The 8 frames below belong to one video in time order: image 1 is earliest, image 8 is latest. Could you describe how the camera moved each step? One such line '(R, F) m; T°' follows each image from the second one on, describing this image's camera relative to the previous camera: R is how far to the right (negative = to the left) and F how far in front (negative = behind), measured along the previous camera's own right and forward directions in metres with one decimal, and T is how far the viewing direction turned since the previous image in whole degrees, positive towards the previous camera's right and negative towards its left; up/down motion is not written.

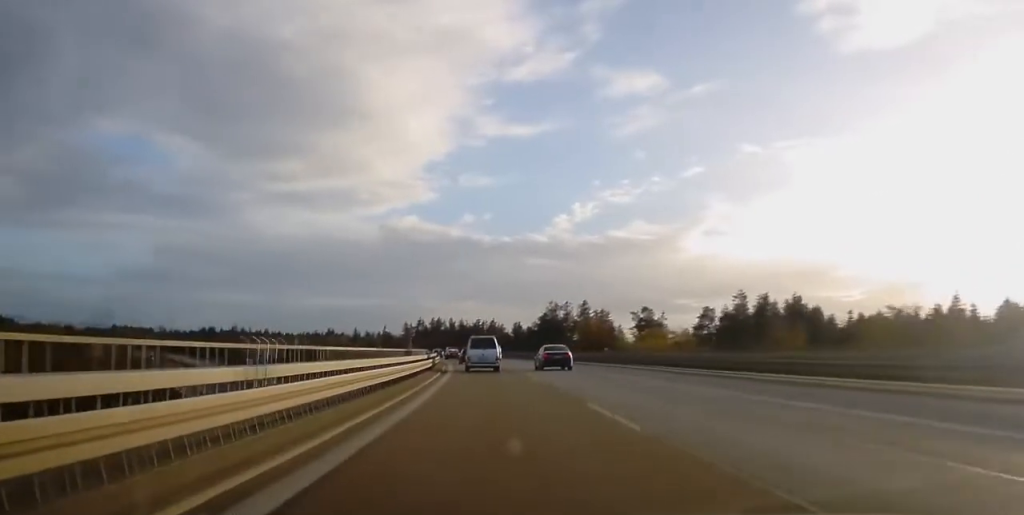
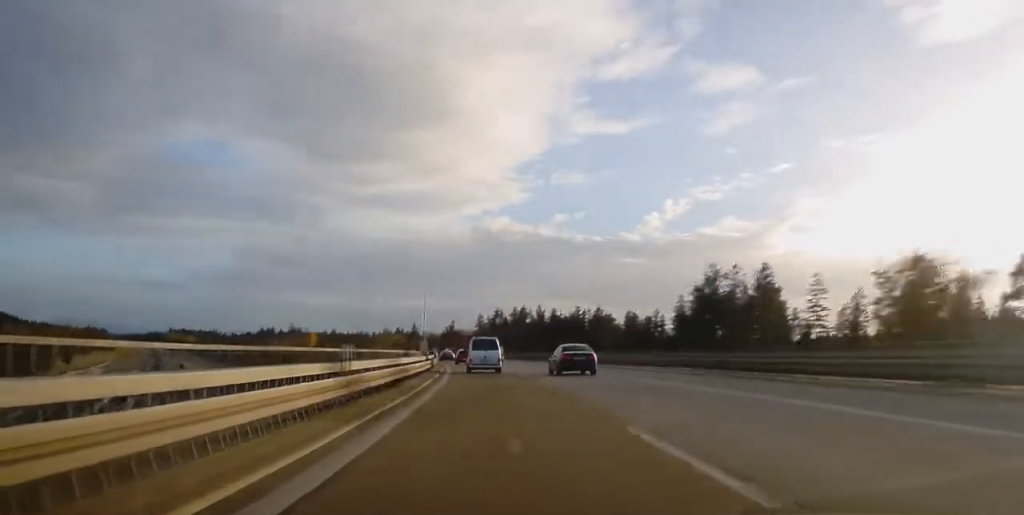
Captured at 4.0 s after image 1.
(-5.2, +91.4) m; -7°
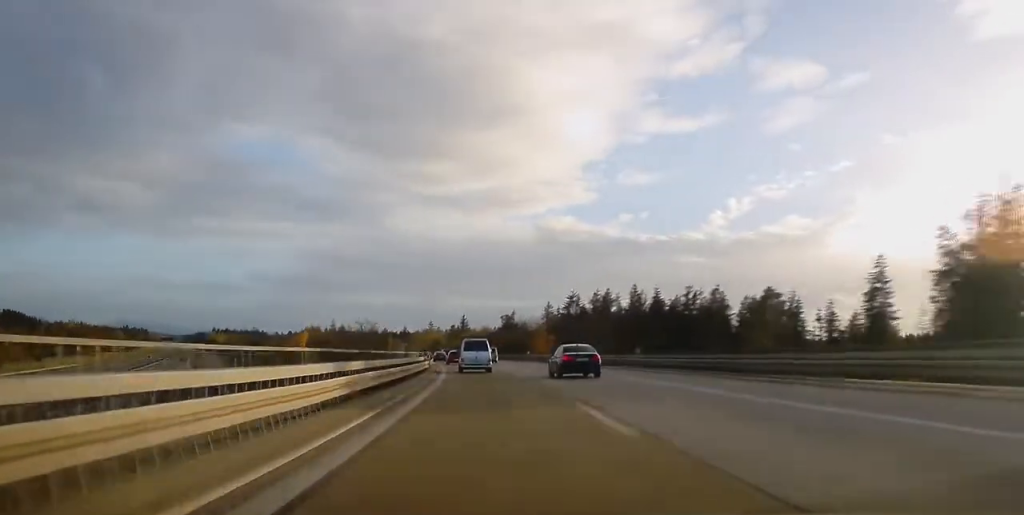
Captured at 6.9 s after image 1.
(-2.3, +68.6) m; -5°
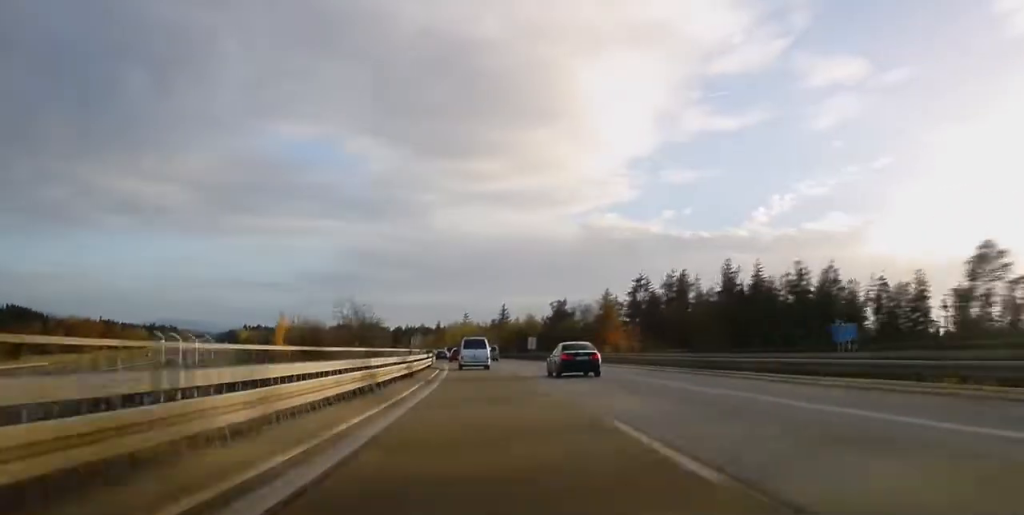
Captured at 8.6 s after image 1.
(-2.2, +40.4) m; -3°
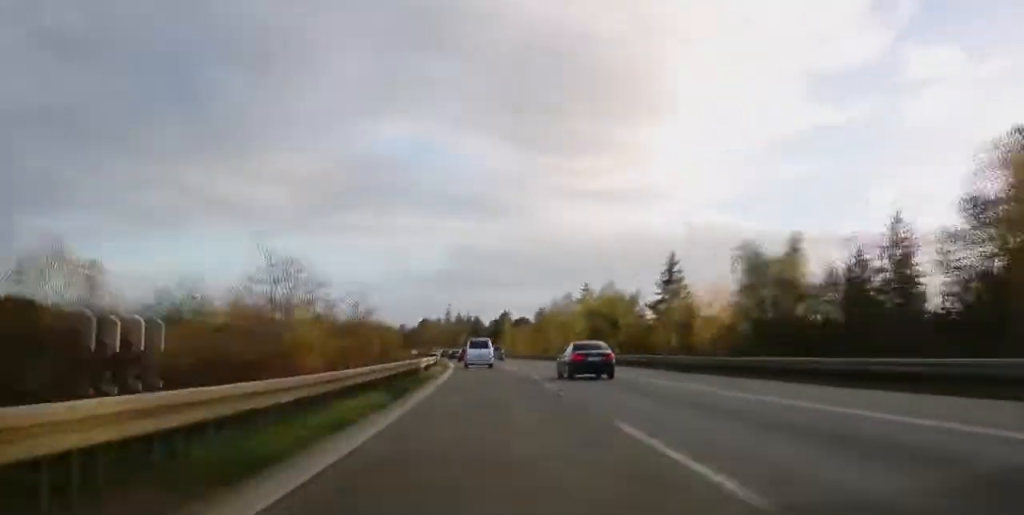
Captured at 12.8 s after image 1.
(-6.3, +103.0) m; -7°
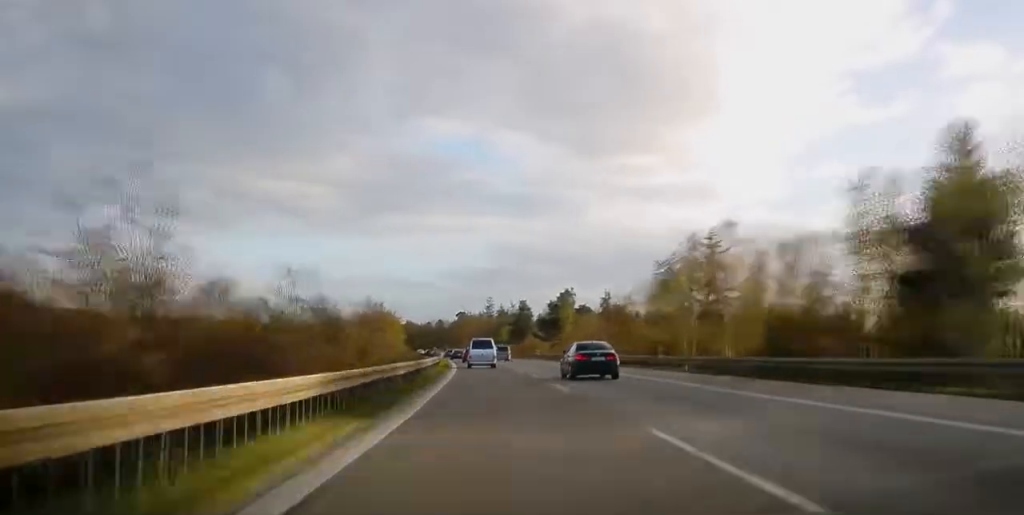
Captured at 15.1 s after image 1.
(-1.8, +56.8) m; -3°
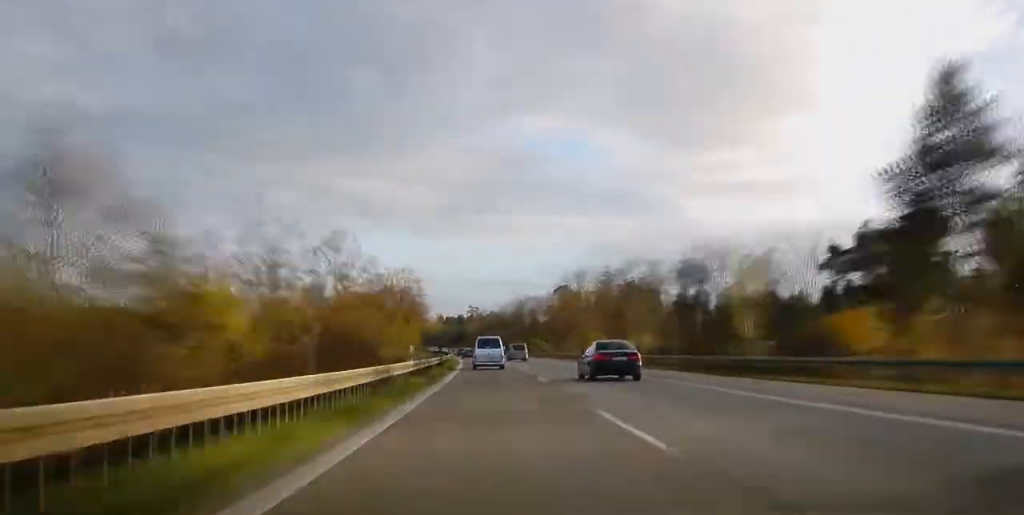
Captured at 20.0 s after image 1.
(-7.4, +123.5) m; -6°
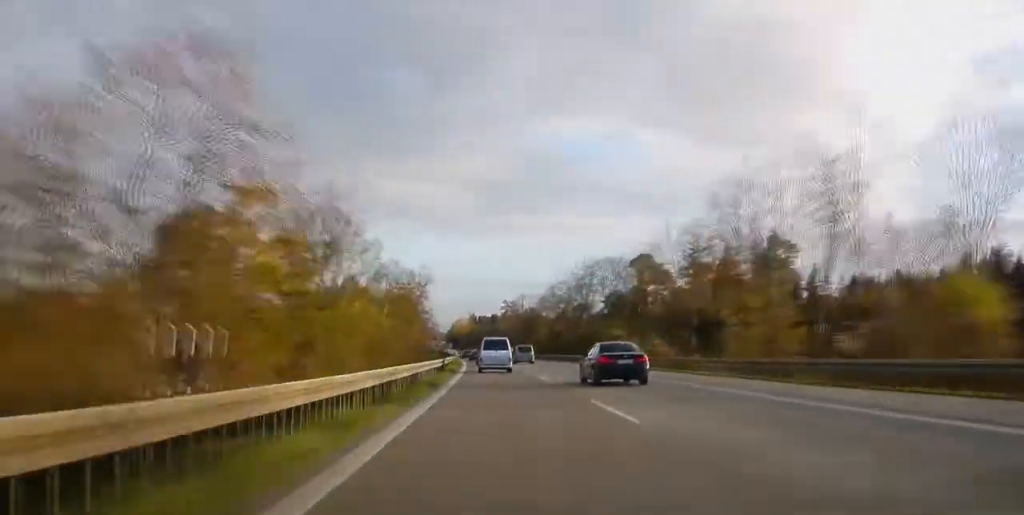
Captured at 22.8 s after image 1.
(-1.7, +68.9) m; -2°
